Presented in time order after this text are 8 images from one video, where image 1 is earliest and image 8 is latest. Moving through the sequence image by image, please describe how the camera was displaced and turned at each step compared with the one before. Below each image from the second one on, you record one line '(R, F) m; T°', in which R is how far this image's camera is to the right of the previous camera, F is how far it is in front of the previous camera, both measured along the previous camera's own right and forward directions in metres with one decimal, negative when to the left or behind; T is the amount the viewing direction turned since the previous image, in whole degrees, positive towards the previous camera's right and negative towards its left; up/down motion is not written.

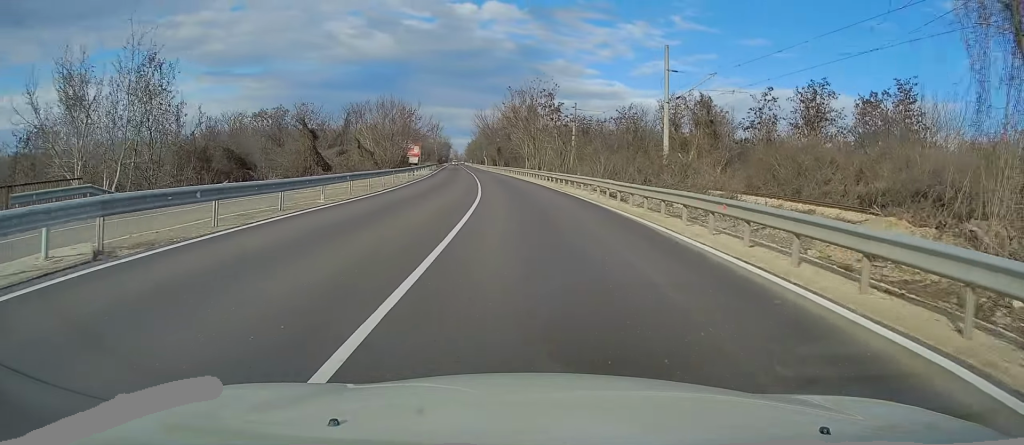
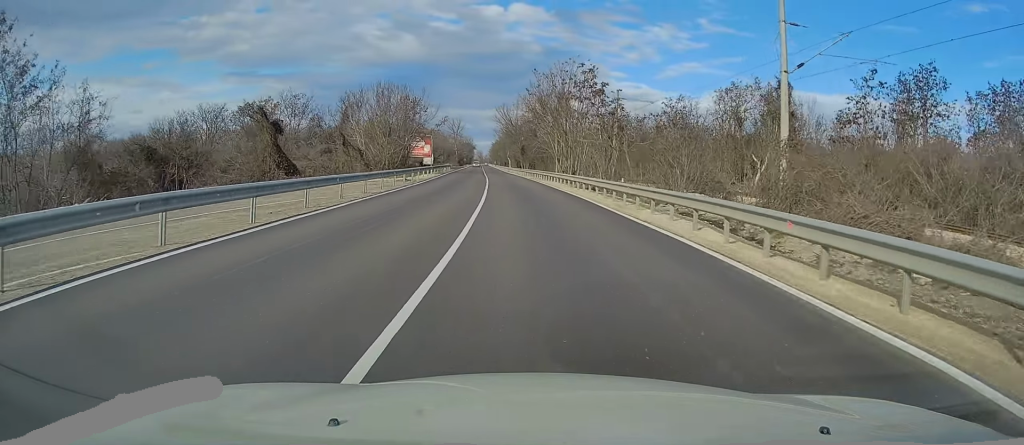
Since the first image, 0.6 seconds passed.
(-0.2, +14.8) m; -2°
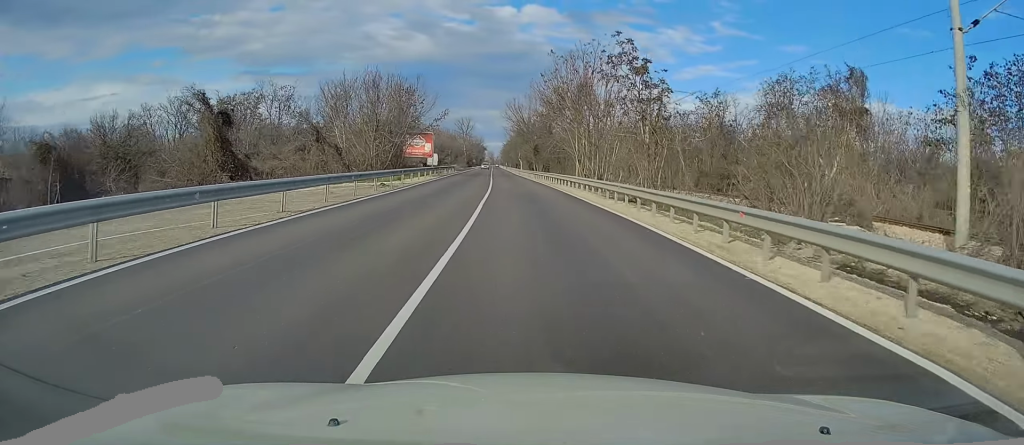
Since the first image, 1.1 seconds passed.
(-0.1, +10.3) m; -1°
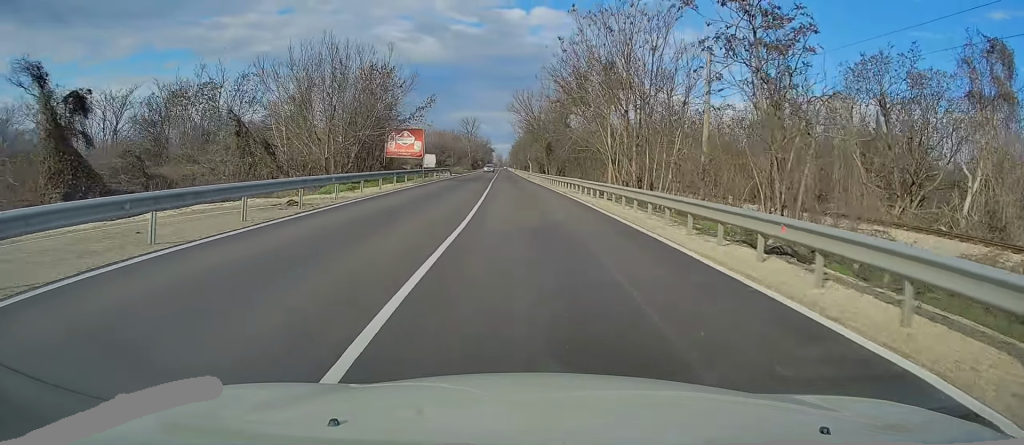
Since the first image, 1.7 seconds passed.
(0.0, +14.2) m; -1°
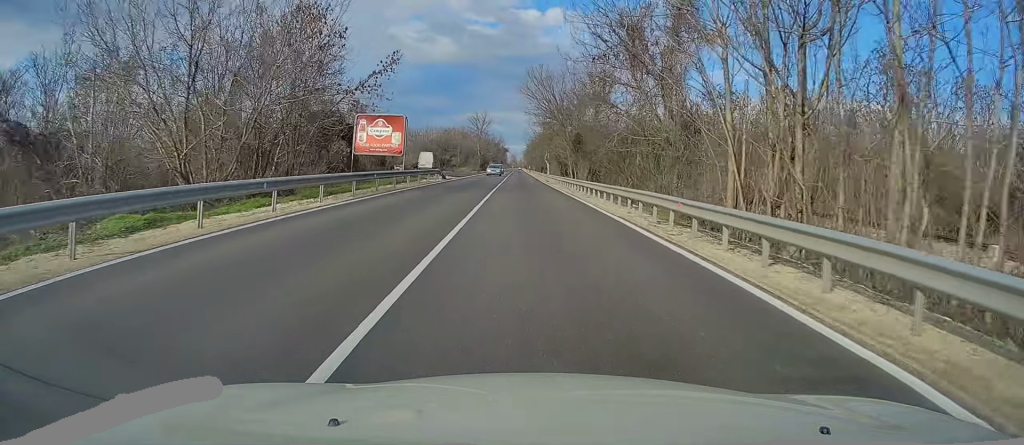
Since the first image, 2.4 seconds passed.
(-0.4, +18.2) m; -1°
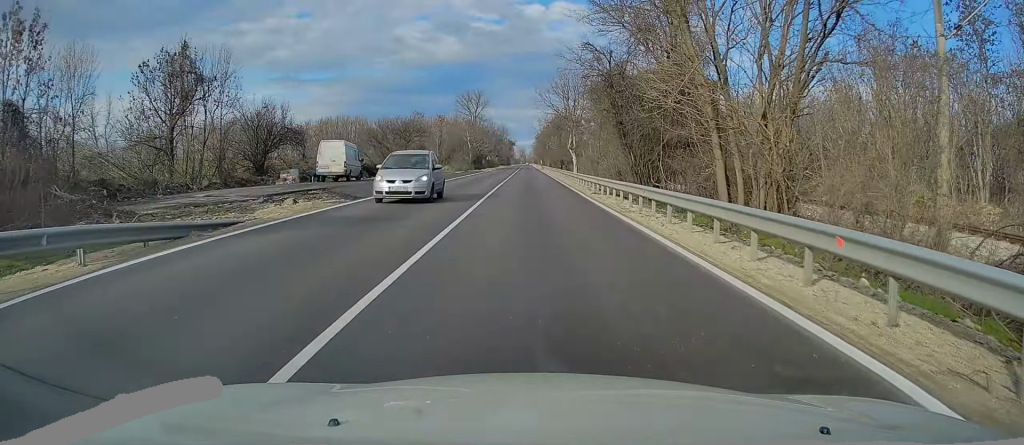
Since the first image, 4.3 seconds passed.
(-0.3, +43.6) m; -1°
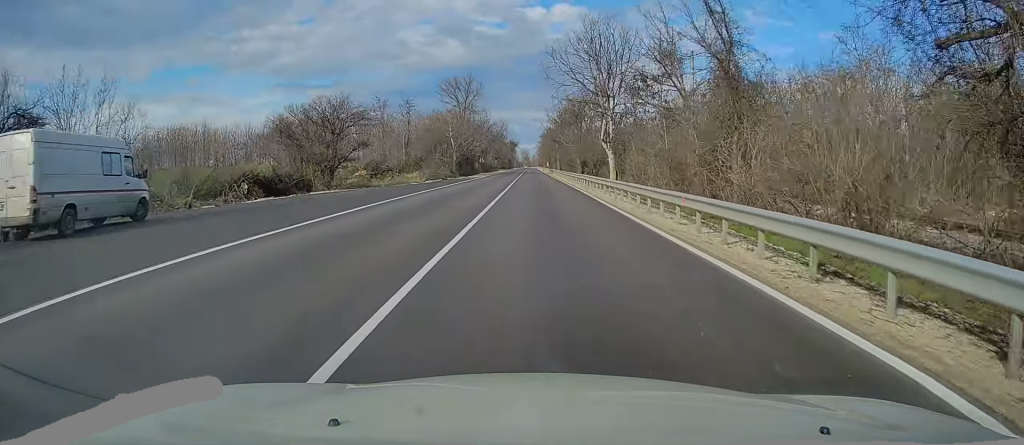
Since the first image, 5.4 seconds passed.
(-0.2, +27.6) m; 0°
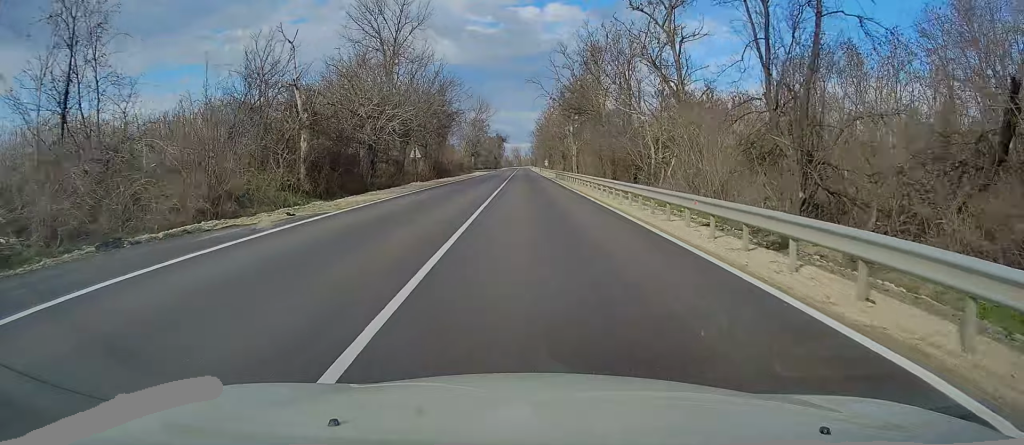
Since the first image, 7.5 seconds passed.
(0.0, +49.4) m; 0°
